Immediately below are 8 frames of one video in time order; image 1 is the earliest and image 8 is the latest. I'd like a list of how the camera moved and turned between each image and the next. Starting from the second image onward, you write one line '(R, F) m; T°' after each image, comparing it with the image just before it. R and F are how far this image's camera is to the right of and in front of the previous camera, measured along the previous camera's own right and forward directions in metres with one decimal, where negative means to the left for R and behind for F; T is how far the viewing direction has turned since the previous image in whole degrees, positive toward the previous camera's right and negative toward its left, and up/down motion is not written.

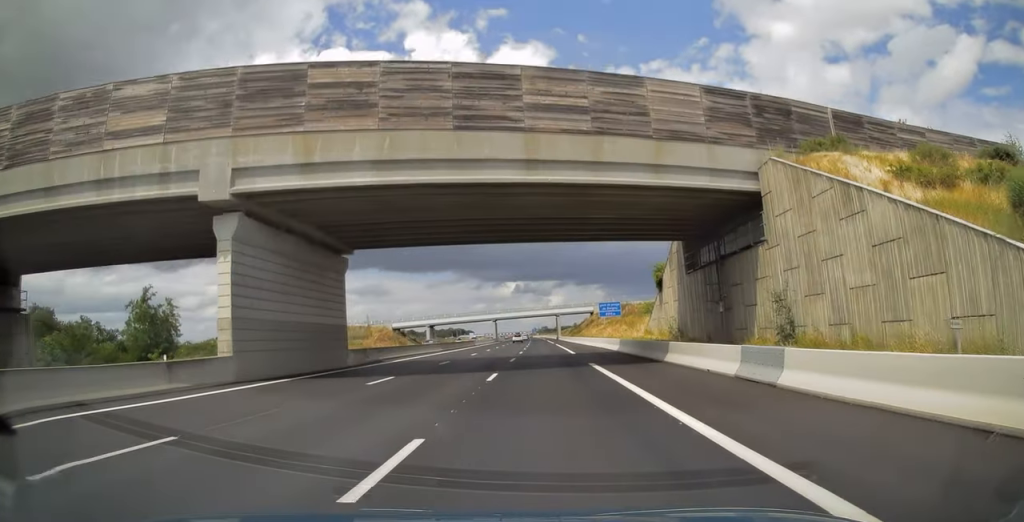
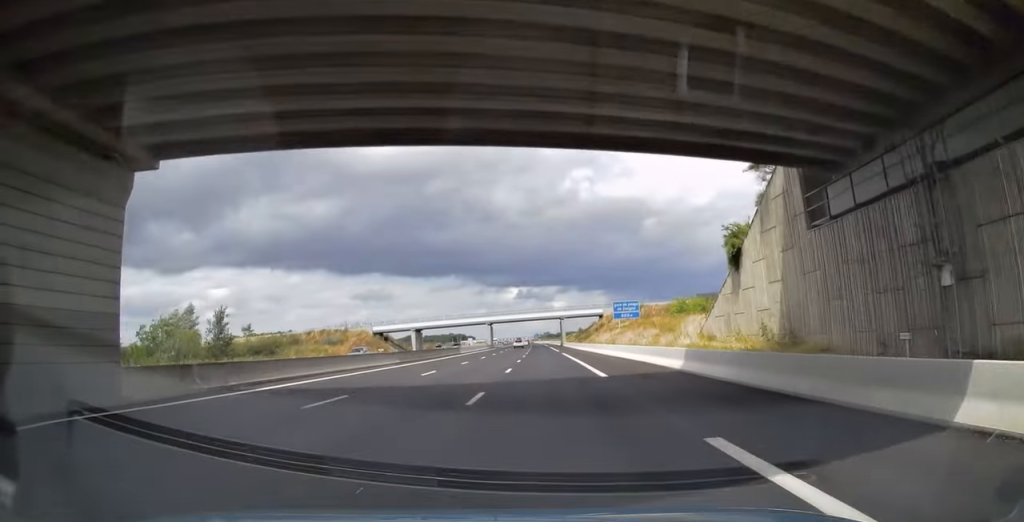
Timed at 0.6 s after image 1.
(0.0, +18.4) m; 0°
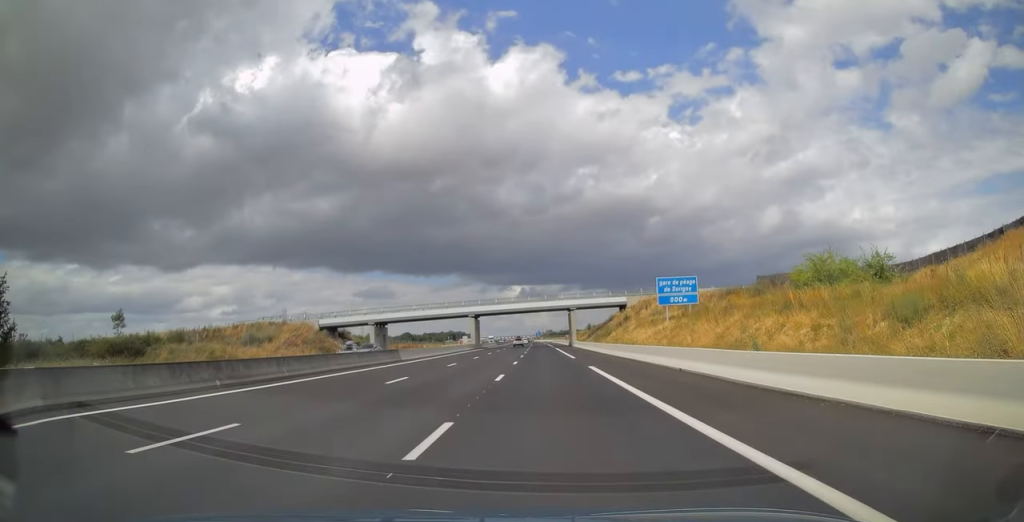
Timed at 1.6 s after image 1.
(0.0, +32.3) m; 0°
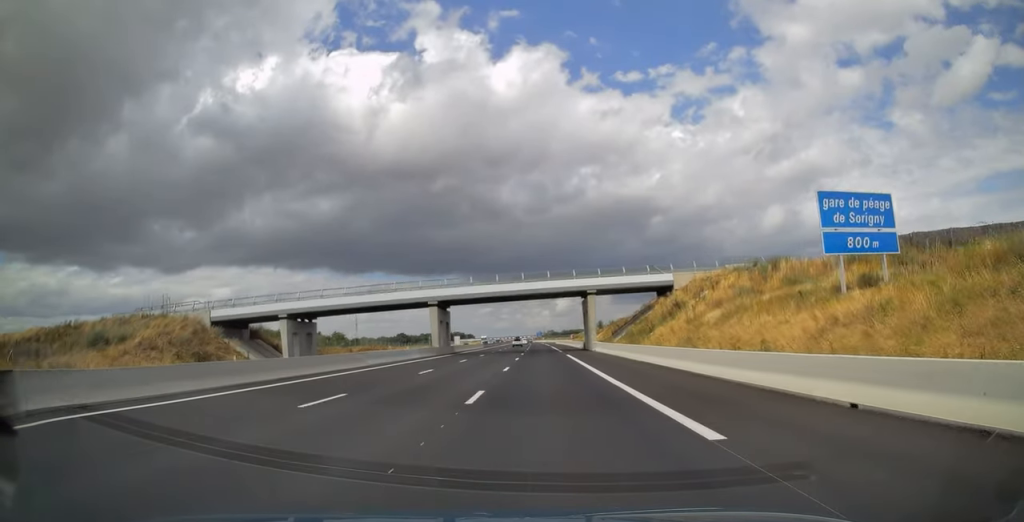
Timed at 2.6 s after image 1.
(-0.2, +33.4) m; 0°
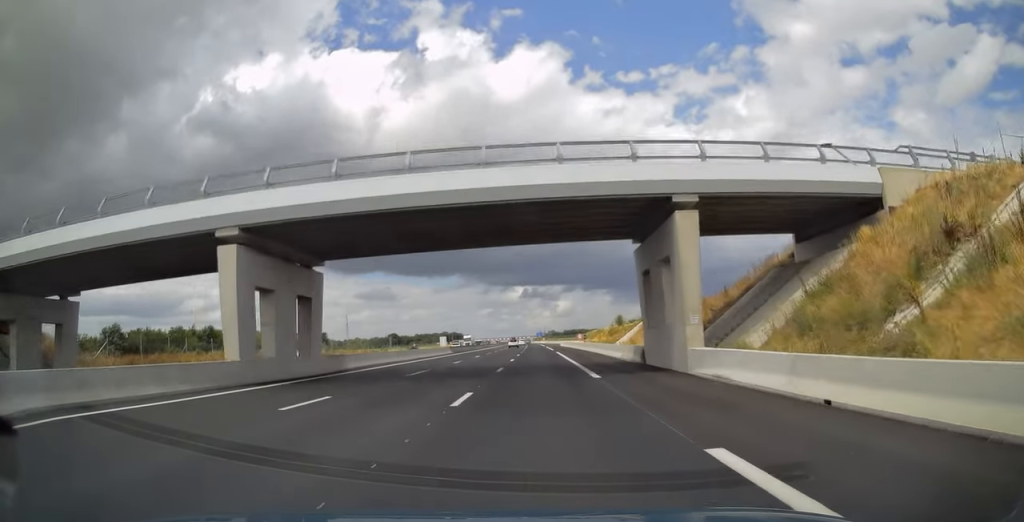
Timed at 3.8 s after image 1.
(0.0, +39.9) m; 0°
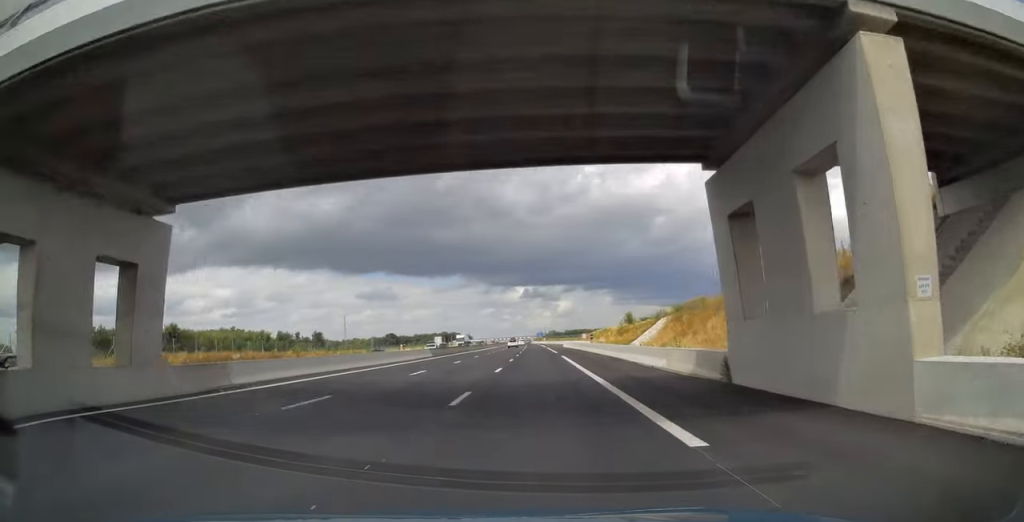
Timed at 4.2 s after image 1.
(0.0, +13.0) m; 0°
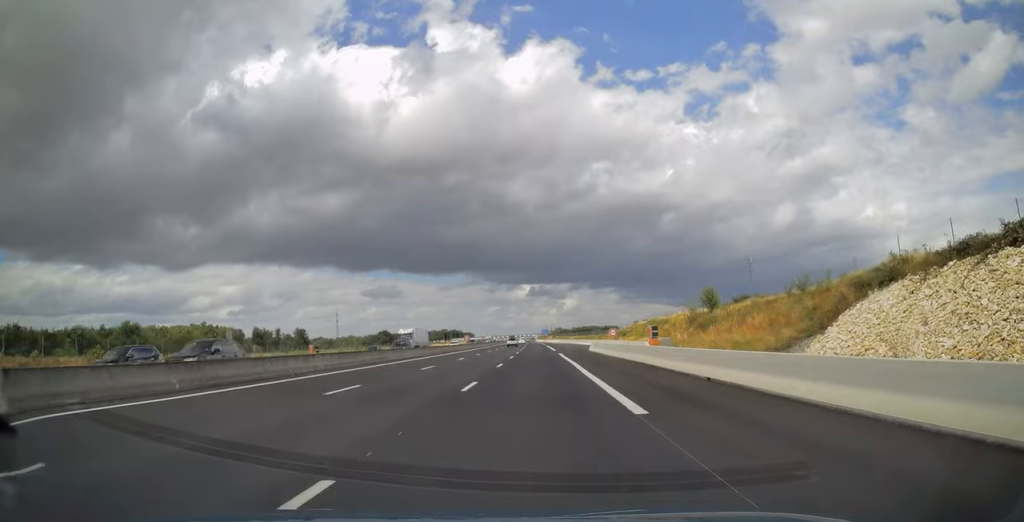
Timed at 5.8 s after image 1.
(-0.1, +49.7) m; 0°
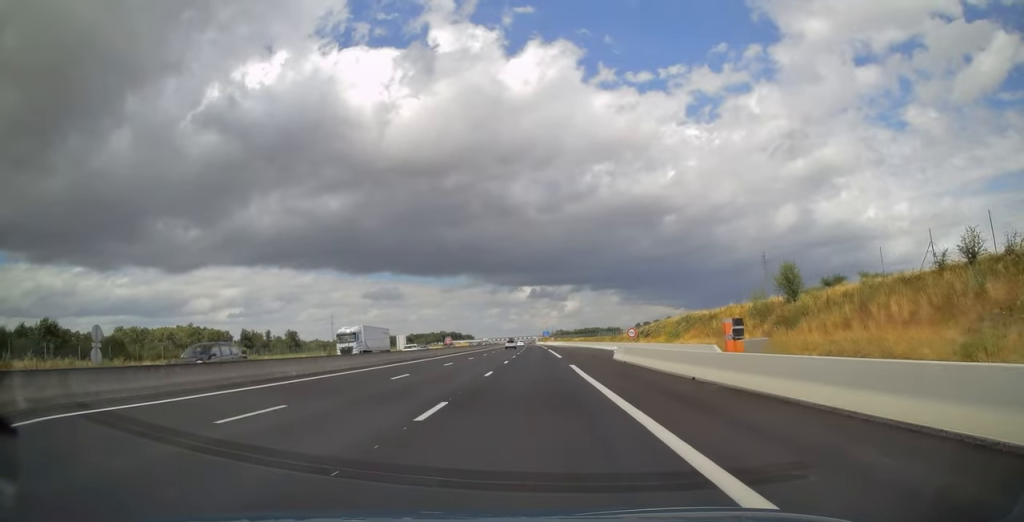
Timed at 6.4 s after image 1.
(0.0, +18.8) m; 0°
